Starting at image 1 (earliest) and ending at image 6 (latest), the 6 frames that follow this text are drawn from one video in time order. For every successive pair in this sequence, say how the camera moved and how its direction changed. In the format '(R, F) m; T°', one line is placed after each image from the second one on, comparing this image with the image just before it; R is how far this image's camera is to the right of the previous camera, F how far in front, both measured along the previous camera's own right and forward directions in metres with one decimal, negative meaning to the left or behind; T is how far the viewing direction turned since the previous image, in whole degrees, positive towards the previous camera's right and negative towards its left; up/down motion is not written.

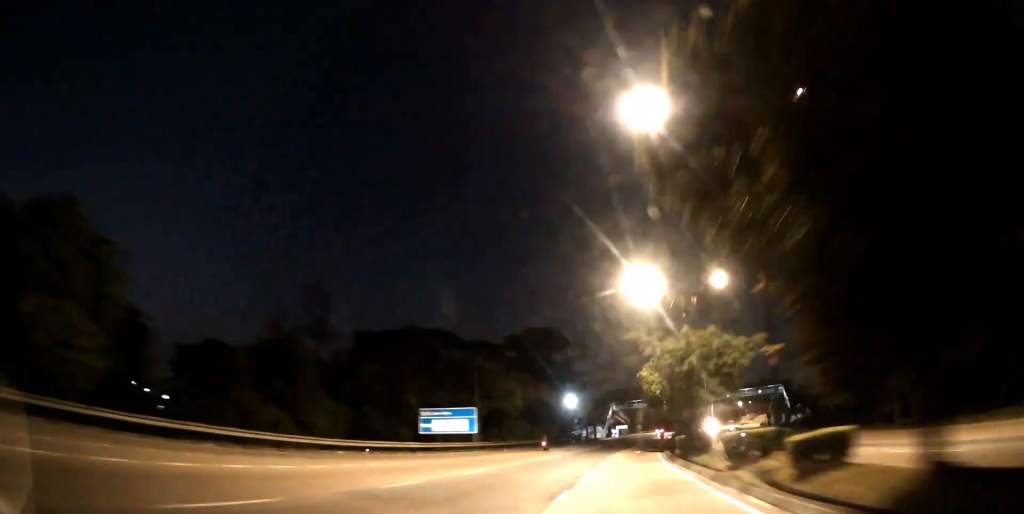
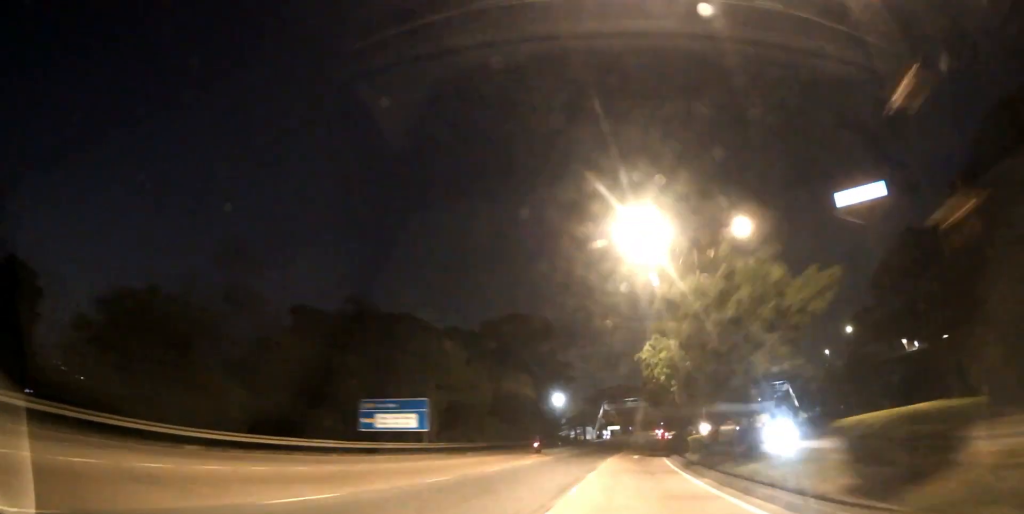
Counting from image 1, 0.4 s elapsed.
(0.0, +11.5) m; +1°
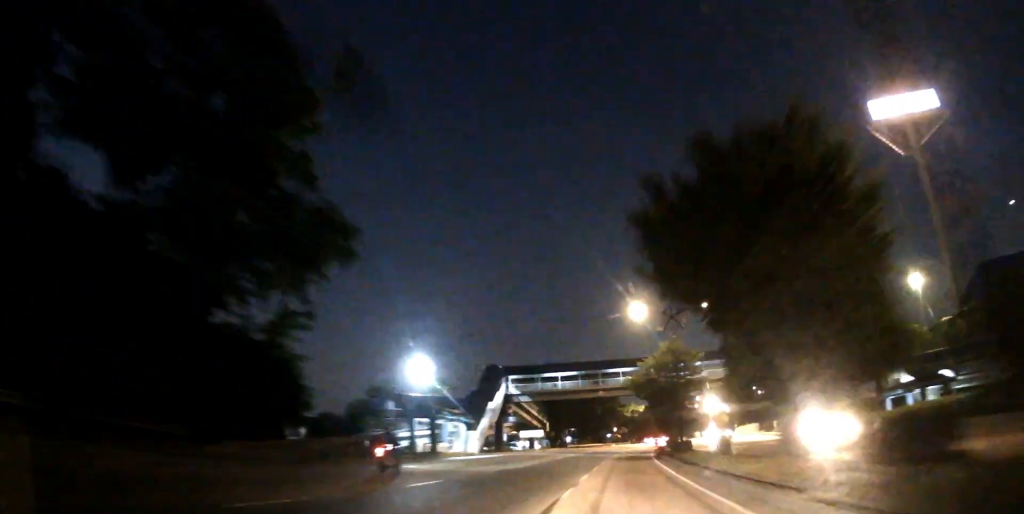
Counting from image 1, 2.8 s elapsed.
(+2.9, +65.4) m; +6°
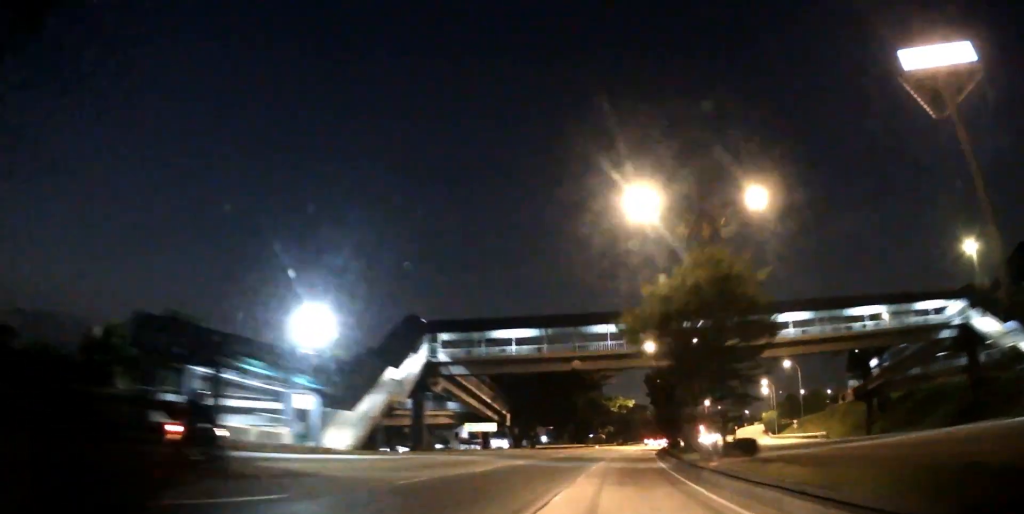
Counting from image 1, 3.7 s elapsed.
(+0.5, +22.4) m; +2°
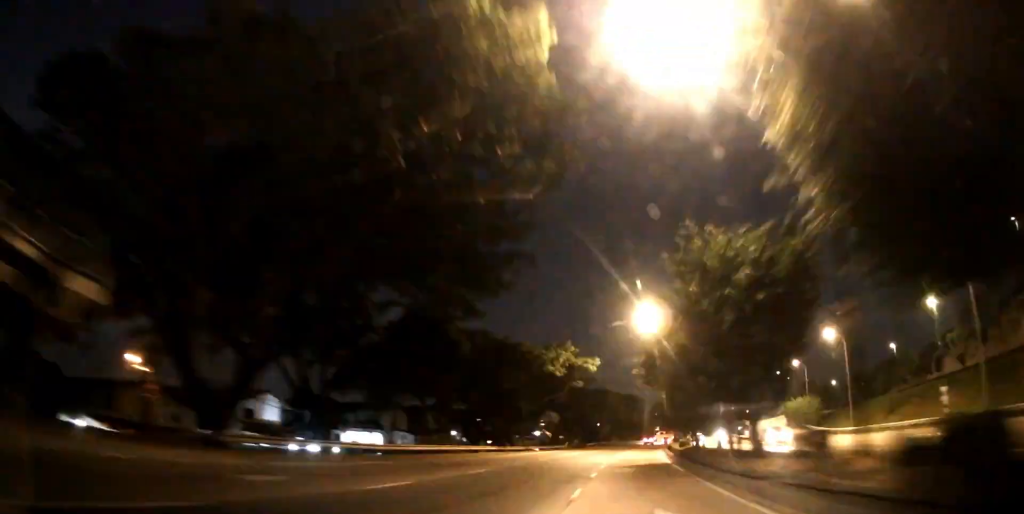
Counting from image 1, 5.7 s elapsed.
(+2.1, +54.8) m; +4°
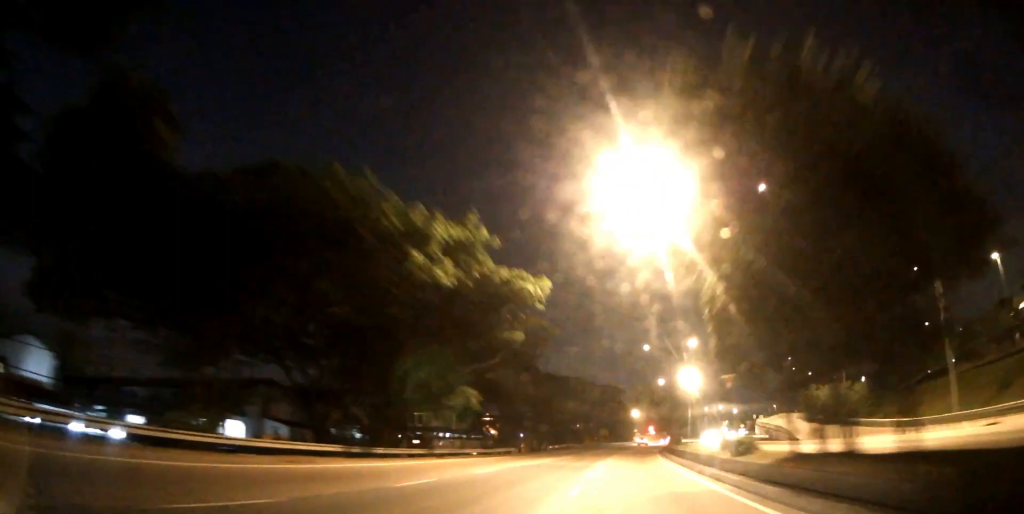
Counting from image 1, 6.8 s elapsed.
(+0.5, +28.0) m; +2°
